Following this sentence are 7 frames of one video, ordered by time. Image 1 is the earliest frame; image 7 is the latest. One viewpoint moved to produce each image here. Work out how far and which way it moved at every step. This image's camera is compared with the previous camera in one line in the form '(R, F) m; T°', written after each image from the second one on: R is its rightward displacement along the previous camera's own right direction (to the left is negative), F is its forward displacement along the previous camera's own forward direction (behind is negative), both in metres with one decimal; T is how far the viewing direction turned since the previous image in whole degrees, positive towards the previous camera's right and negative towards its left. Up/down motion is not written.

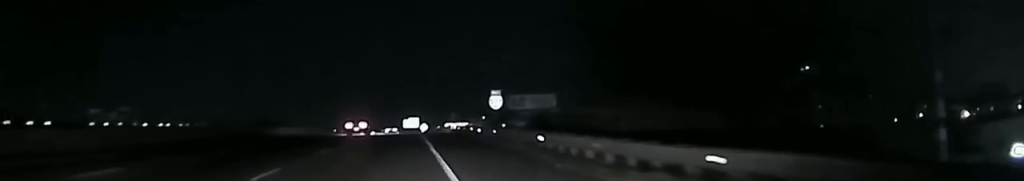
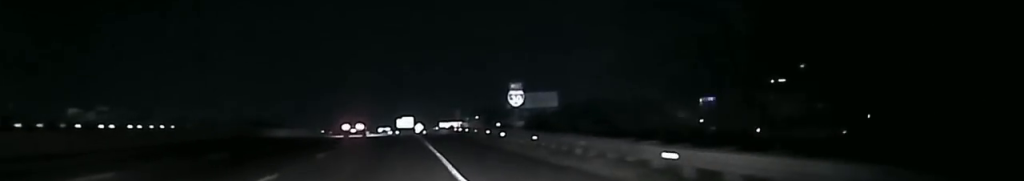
(+0.2, +14.4) m; 0°
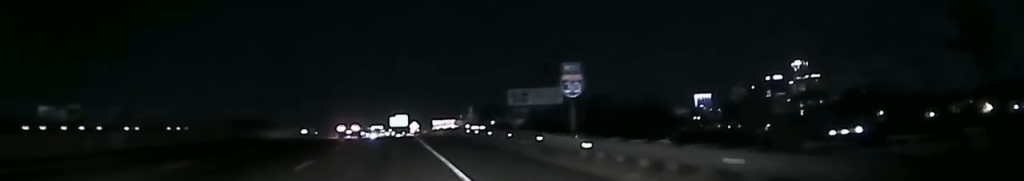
(-0.2, +19.0) m; -1°
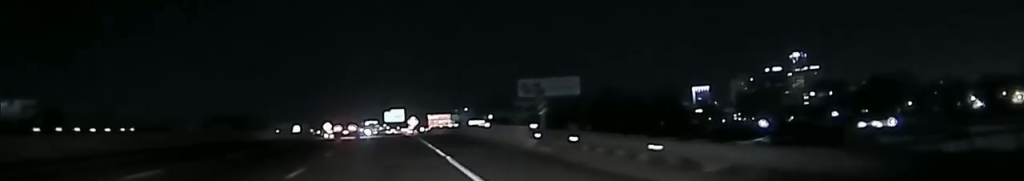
(-0.2, +27.4) m; 0°
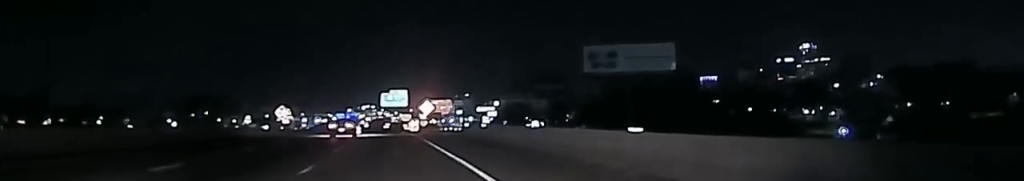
(+0.5, +74.7) m; +2°
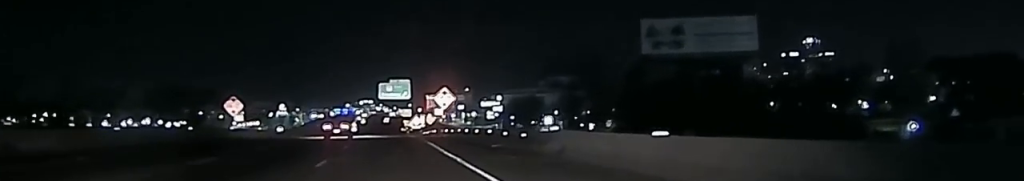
(+0.2, +31.6) m; 0°
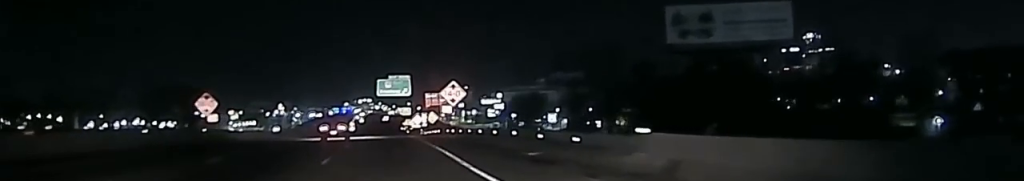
(-0.1, +11.2) m; 0°
